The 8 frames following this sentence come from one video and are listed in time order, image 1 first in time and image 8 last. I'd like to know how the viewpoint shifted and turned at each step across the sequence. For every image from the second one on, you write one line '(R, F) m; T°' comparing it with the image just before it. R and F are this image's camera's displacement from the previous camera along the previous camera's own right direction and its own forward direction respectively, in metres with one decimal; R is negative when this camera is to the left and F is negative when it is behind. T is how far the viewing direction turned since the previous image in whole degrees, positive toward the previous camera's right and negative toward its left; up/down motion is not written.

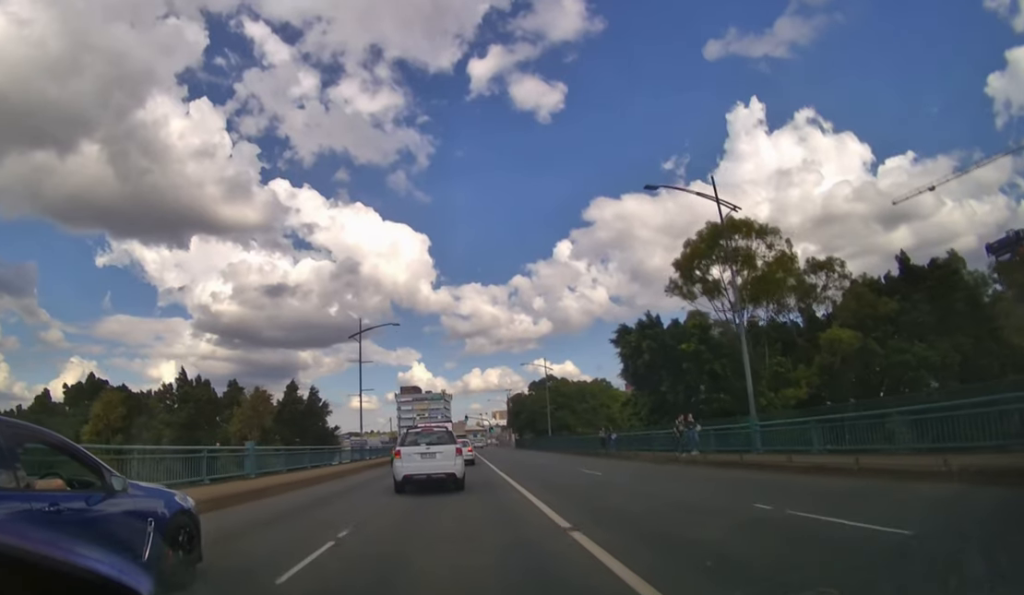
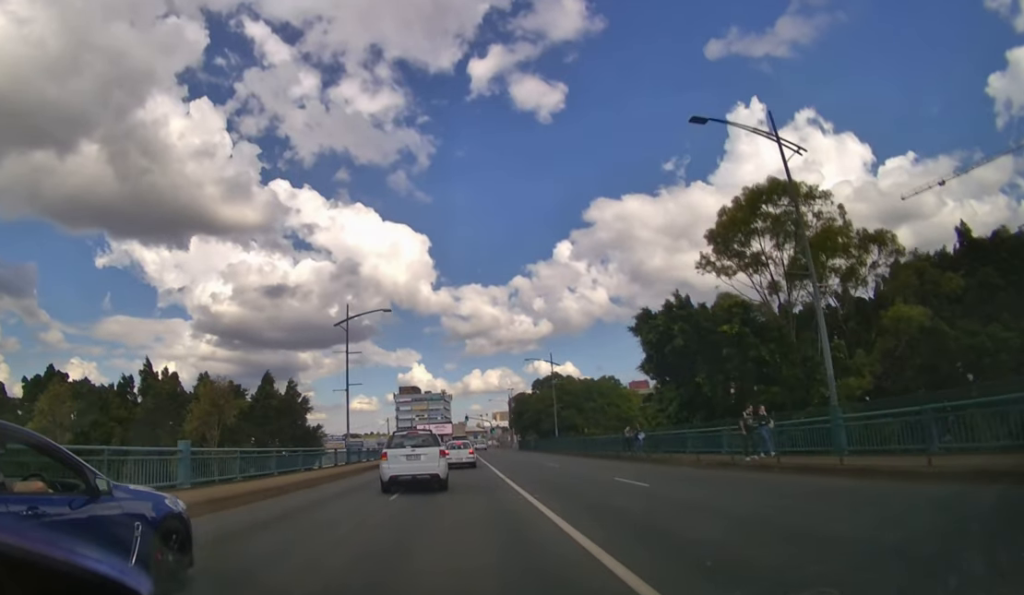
(0.0, +4.9) m; 0°
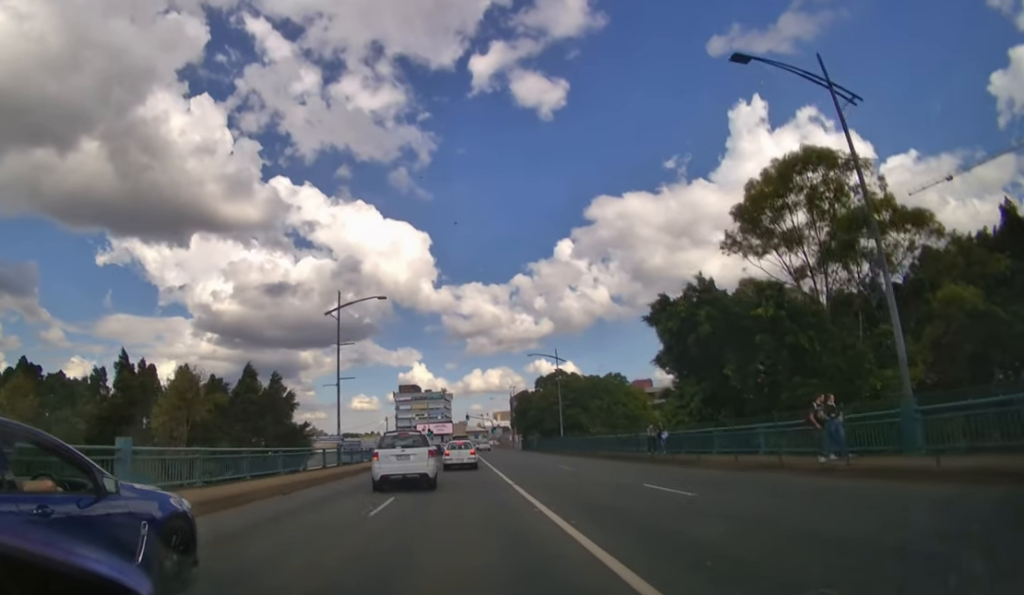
(0.0, +3.0) m; 0°
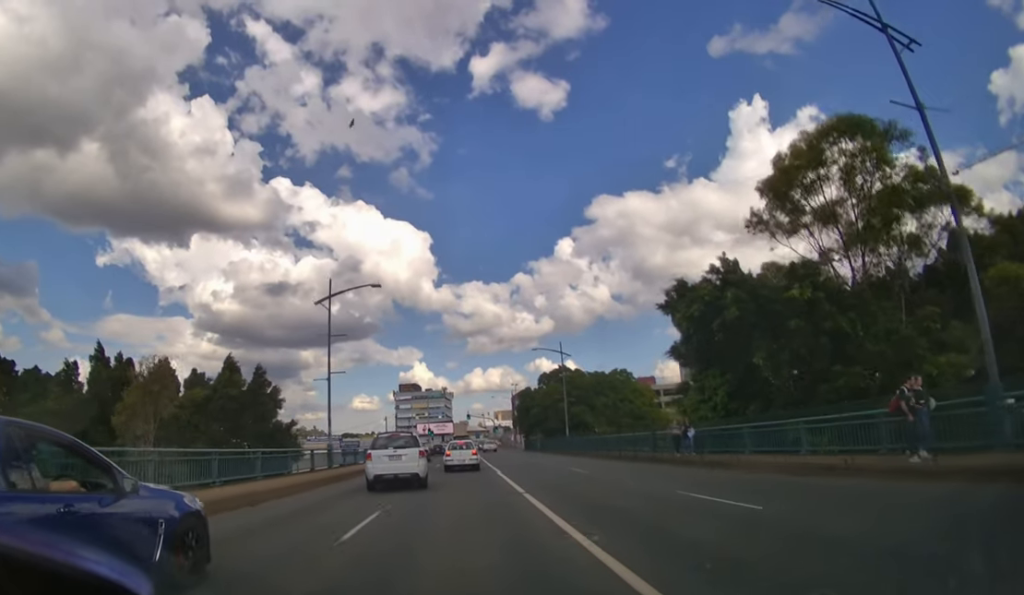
(0.0, +2.7) m; 0°
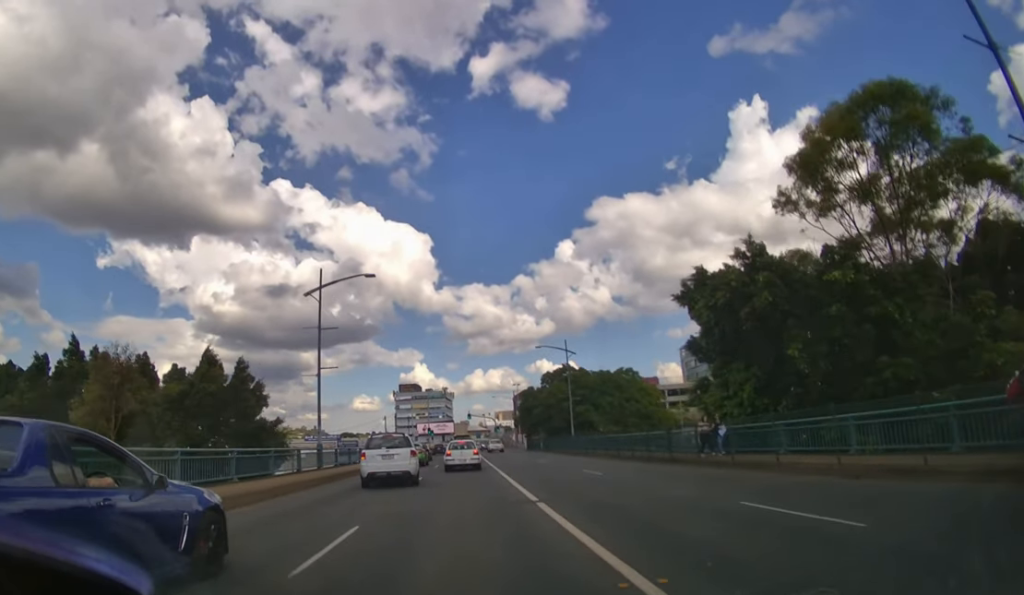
(0.0, +2.2) m; 0°
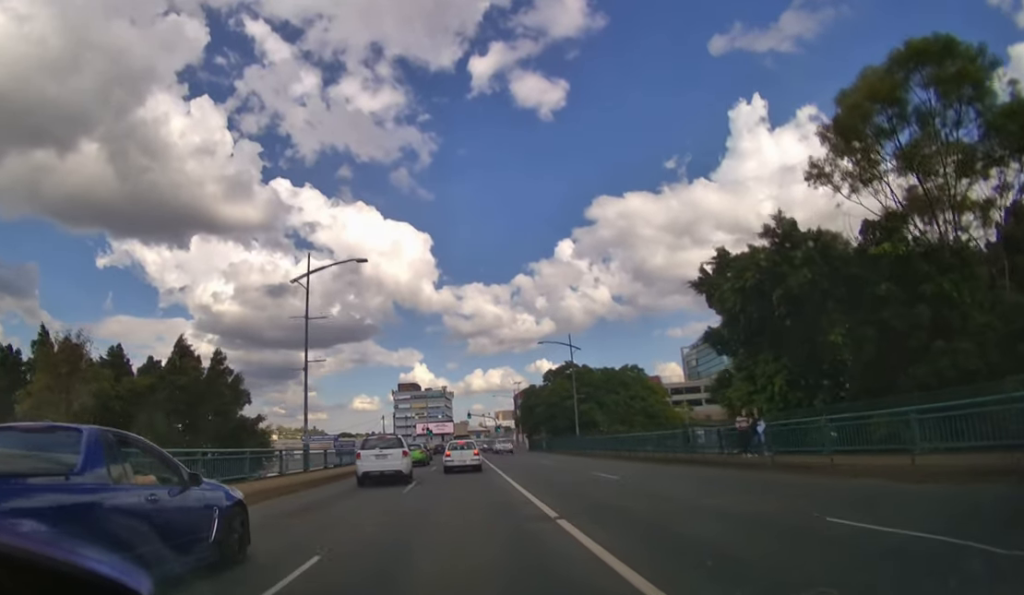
(0.0, +2.3) m; 0°
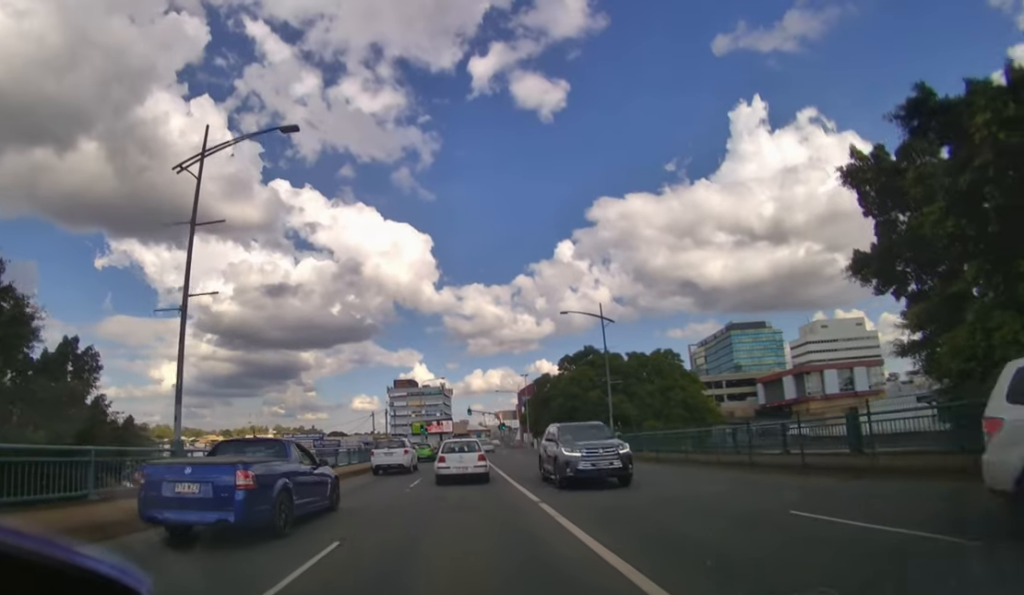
(0.0, +11.2) m; 0°
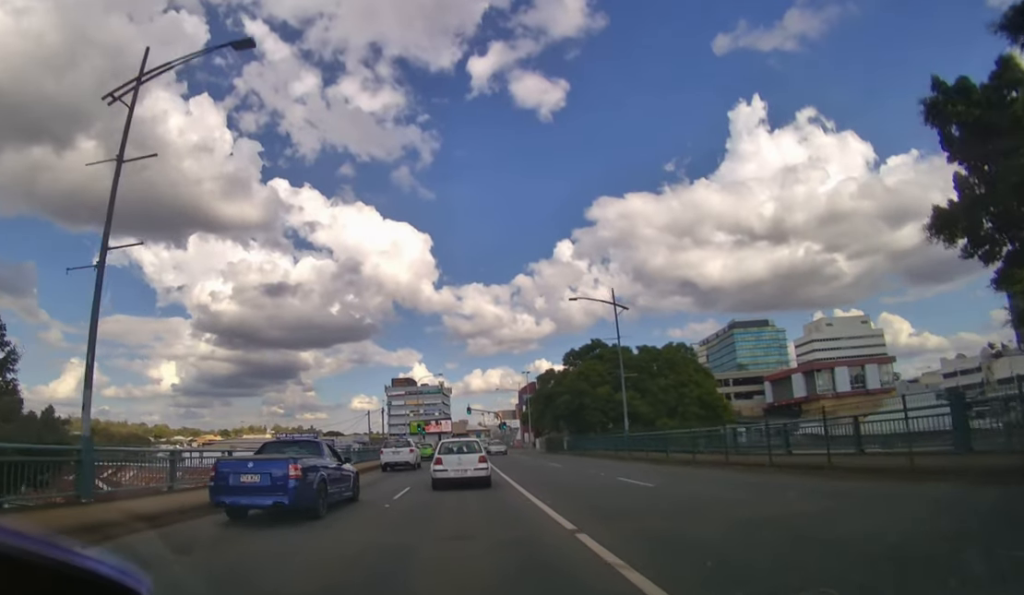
(0.0, +3.2) m; 0°
